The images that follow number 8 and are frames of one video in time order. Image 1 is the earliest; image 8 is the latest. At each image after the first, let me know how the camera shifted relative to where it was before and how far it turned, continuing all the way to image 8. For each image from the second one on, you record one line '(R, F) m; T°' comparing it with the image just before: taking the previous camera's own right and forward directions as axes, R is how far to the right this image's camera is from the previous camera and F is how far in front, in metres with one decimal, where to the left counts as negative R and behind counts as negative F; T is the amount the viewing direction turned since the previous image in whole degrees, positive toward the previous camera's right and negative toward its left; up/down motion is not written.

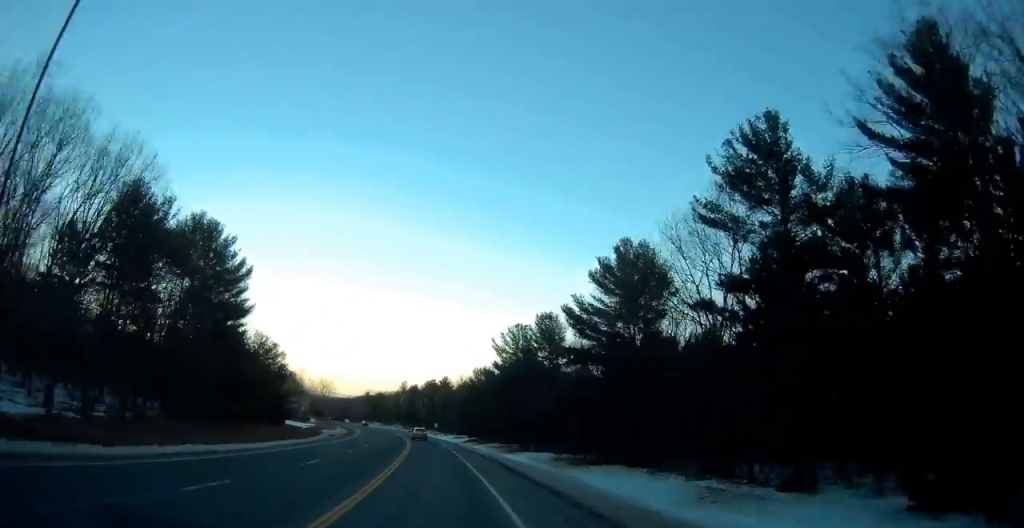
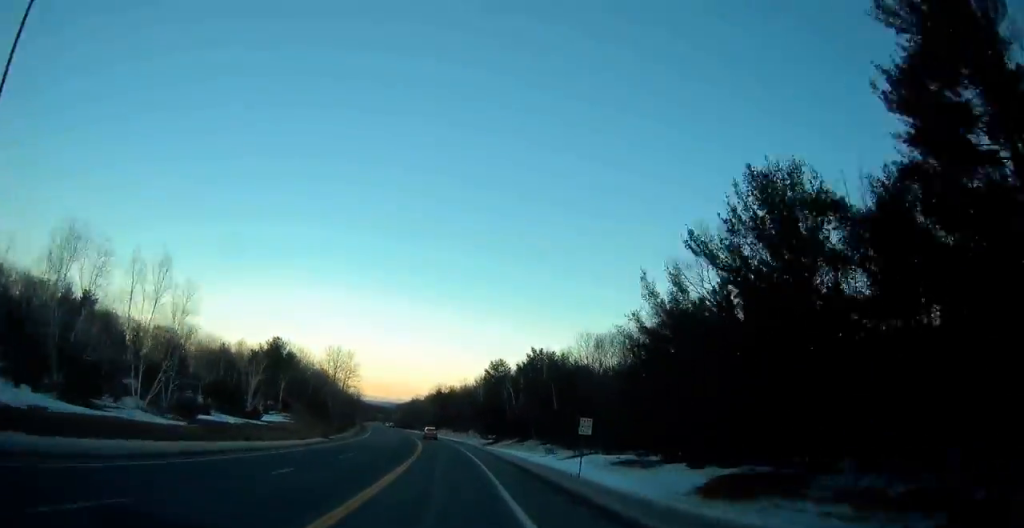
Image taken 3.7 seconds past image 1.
(-6.6, +90.0) m; -8°
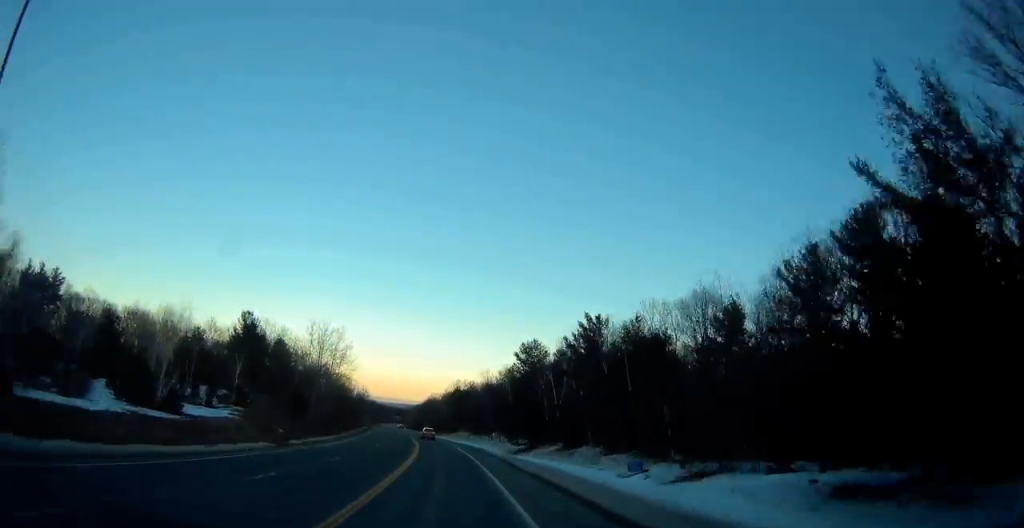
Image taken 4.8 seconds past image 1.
(-0.1, +26.0) m; -2°
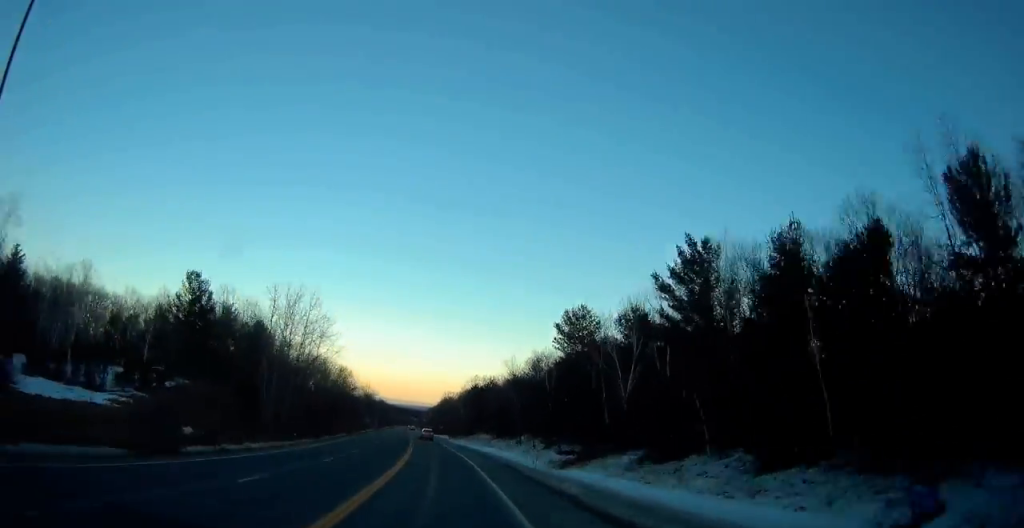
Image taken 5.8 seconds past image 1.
(-0.8, +24.4) m; -2°
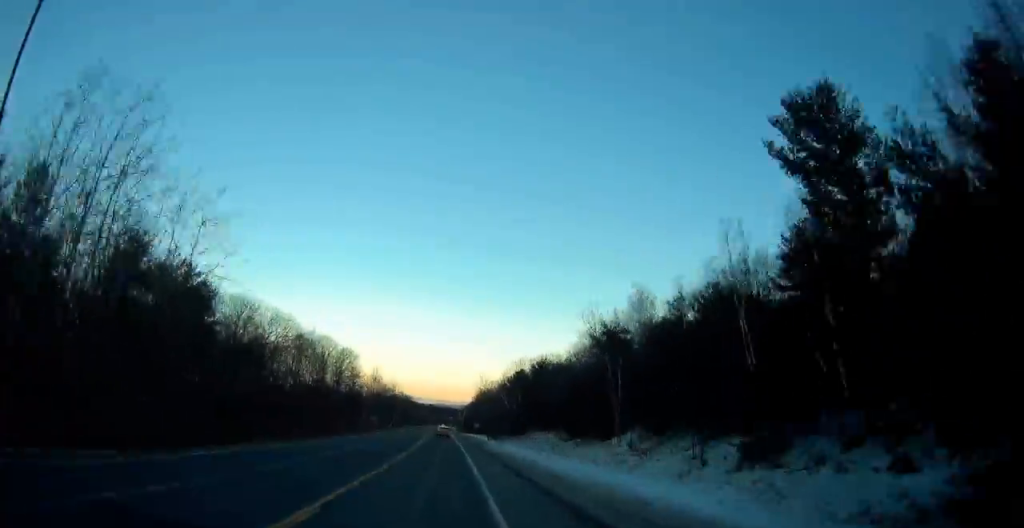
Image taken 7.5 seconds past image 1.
(-1.4, +42.4) m; -3°
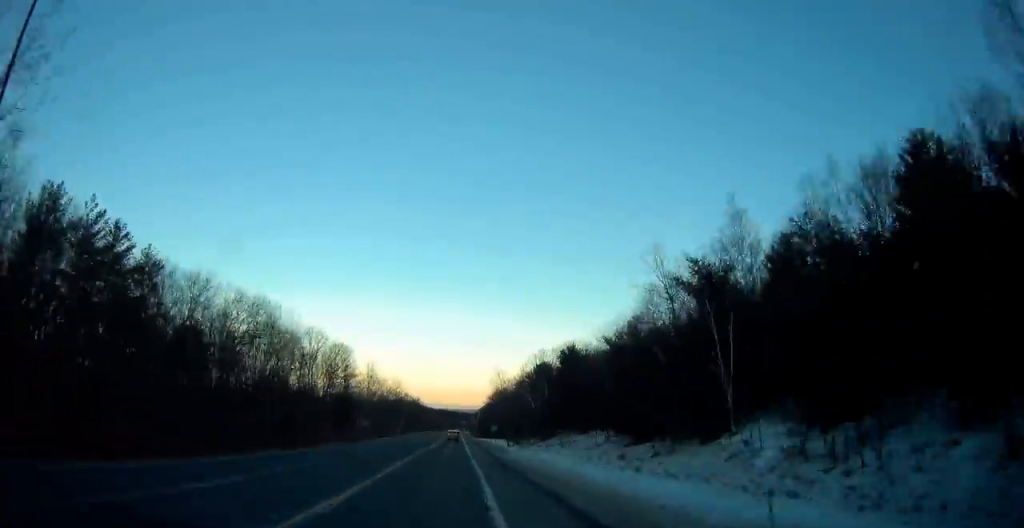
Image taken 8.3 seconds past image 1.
(-0.5, +19.6) m; -1°
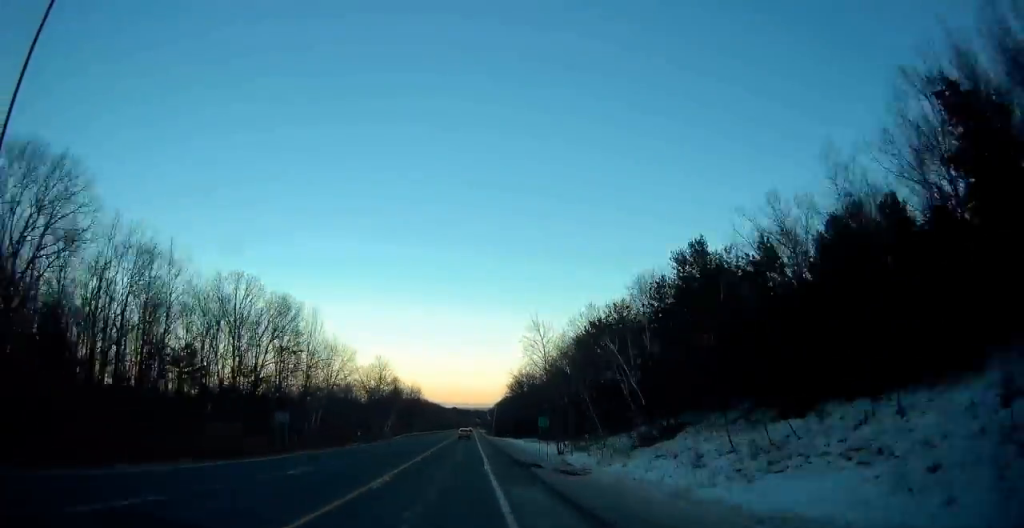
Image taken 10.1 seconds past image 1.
(-0.5, +42.7) m; -1°
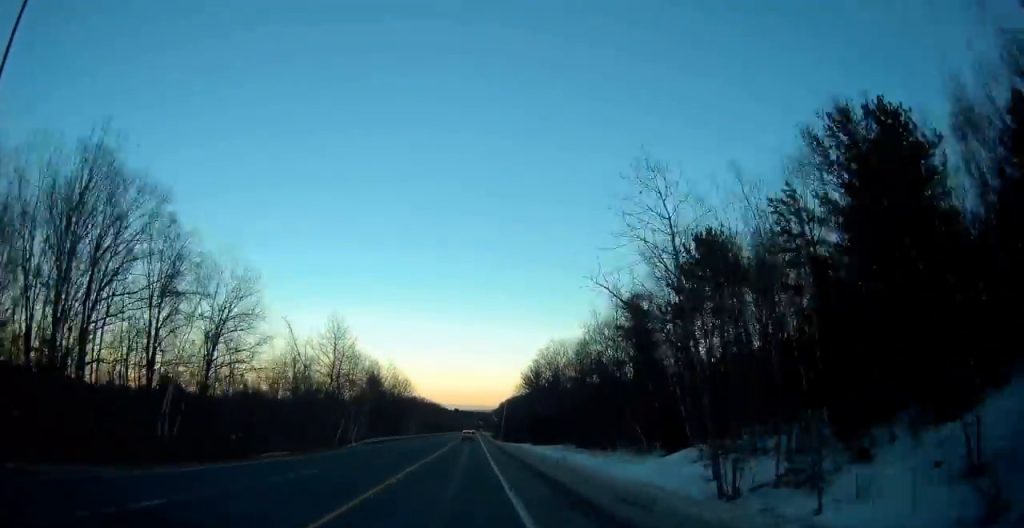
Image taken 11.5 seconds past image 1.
(-0.1, +36.2) m; 0°
